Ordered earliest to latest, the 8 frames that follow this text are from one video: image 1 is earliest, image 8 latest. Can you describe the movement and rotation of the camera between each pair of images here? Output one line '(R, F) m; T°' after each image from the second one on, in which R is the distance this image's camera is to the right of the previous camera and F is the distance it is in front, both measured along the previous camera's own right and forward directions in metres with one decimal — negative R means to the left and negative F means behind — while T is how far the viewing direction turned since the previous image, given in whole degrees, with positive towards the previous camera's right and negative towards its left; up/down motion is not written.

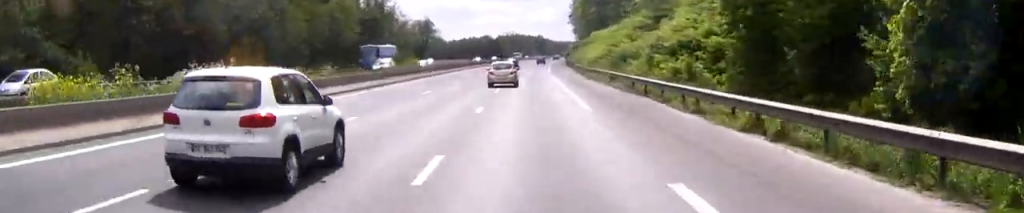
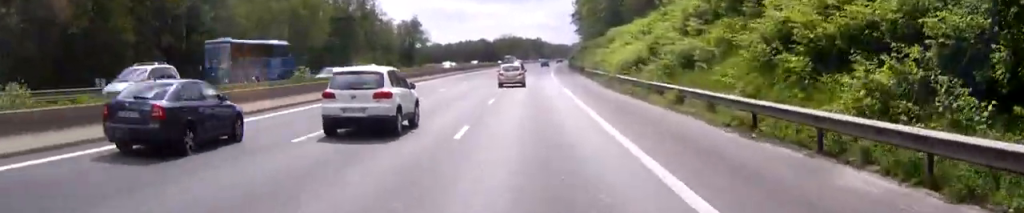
(0.0, +19.6) m; 0°
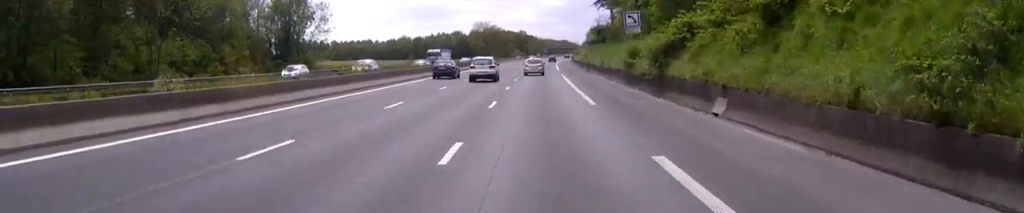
(+1.1, +81.9) m; +2°
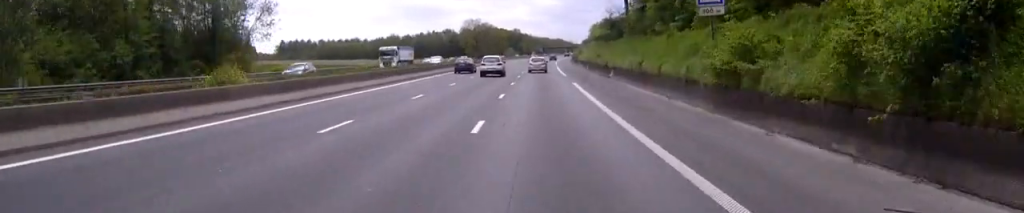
(0.0, +21.3) m; 0°
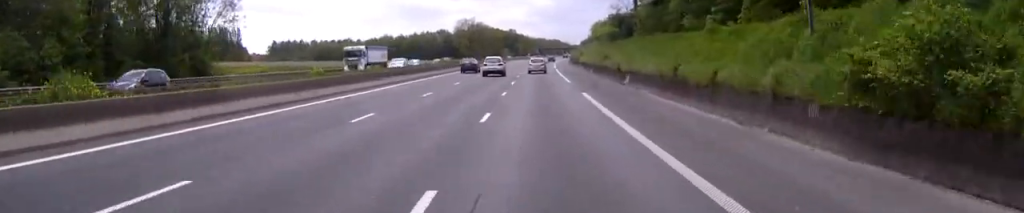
(0.0, +9.8) m; 0°
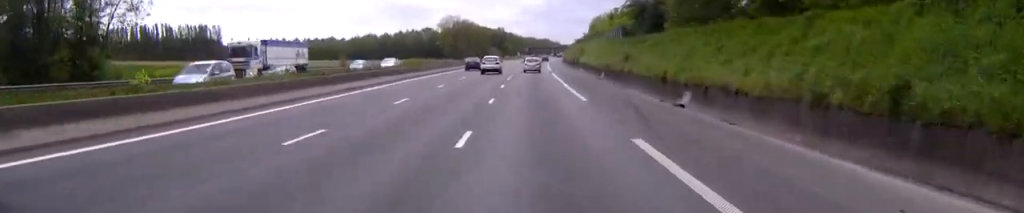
(0.0, +18.0) m; 0°
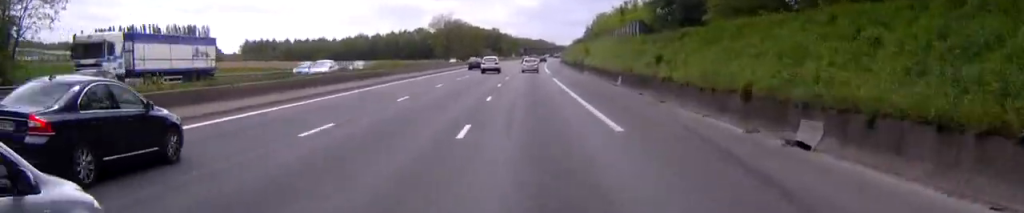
(0.0, +11.5) m; 0°
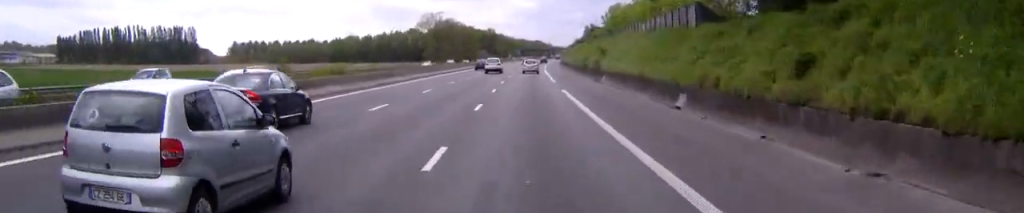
(+0.1, +17.2) m; +1°
